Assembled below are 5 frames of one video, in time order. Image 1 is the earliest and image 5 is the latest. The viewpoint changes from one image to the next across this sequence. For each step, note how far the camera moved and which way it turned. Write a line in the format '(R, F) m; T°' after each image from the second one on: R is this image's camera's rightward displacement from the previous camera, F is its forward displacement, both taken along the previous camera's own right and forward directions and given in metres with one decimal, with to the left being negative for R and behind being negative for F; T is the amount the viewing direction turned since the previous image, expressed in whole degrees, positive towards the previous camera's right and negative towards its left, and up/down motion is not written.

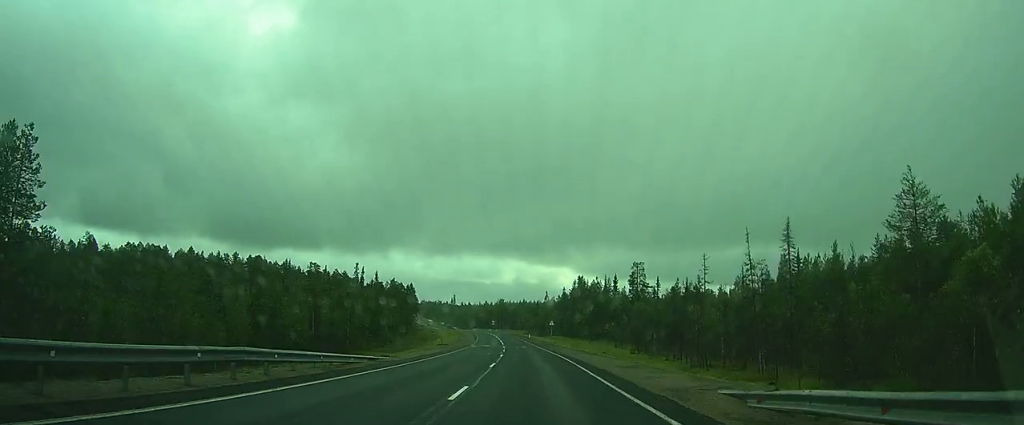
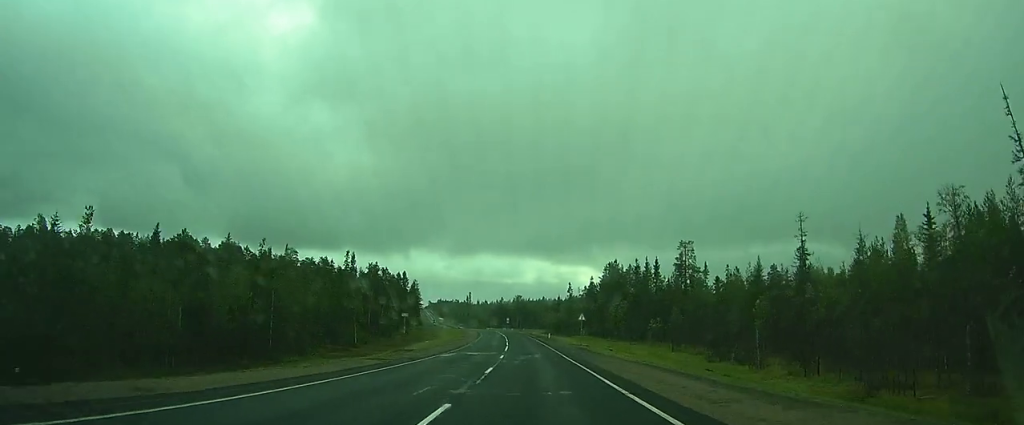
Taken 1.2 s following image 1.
(-0.8, +27.3) m; -3°
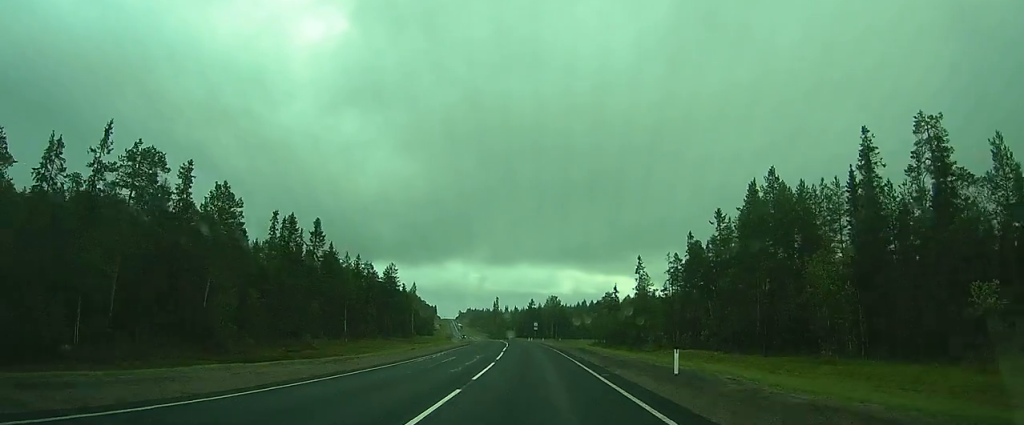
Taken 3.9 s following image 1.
(-1.4, +62.9) m; -2°
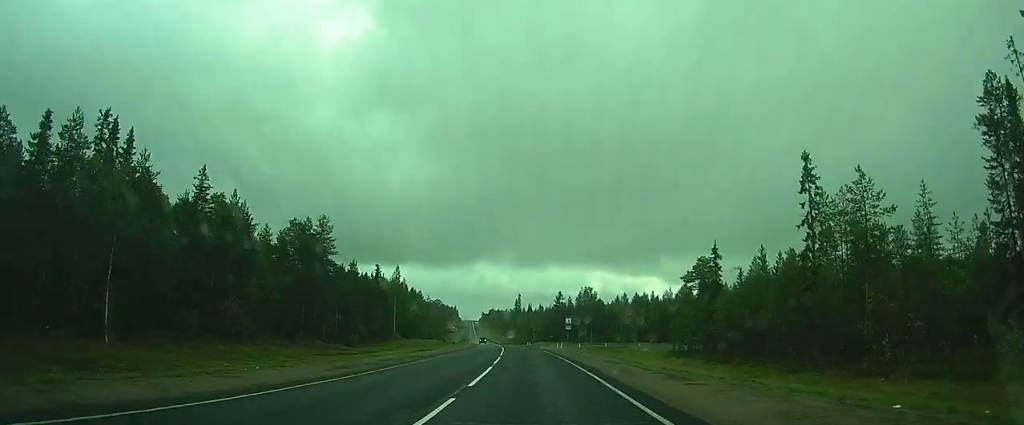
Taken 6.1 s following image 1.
(-1.6, +50.6) m; -3°
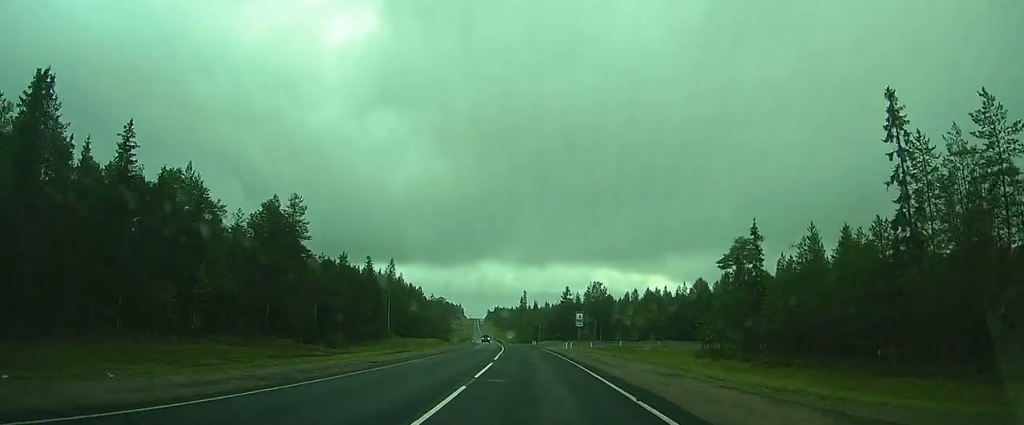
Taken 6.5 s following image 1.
(0.0, +10.2) m; 0°
